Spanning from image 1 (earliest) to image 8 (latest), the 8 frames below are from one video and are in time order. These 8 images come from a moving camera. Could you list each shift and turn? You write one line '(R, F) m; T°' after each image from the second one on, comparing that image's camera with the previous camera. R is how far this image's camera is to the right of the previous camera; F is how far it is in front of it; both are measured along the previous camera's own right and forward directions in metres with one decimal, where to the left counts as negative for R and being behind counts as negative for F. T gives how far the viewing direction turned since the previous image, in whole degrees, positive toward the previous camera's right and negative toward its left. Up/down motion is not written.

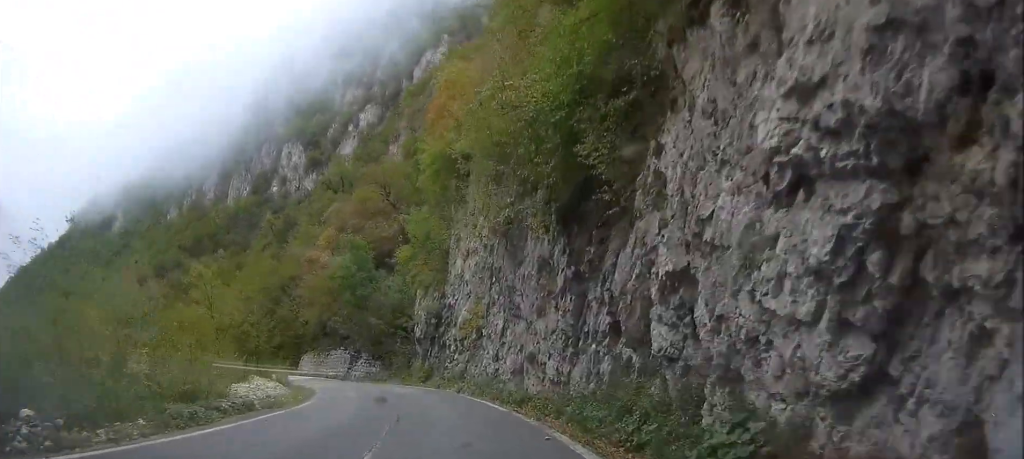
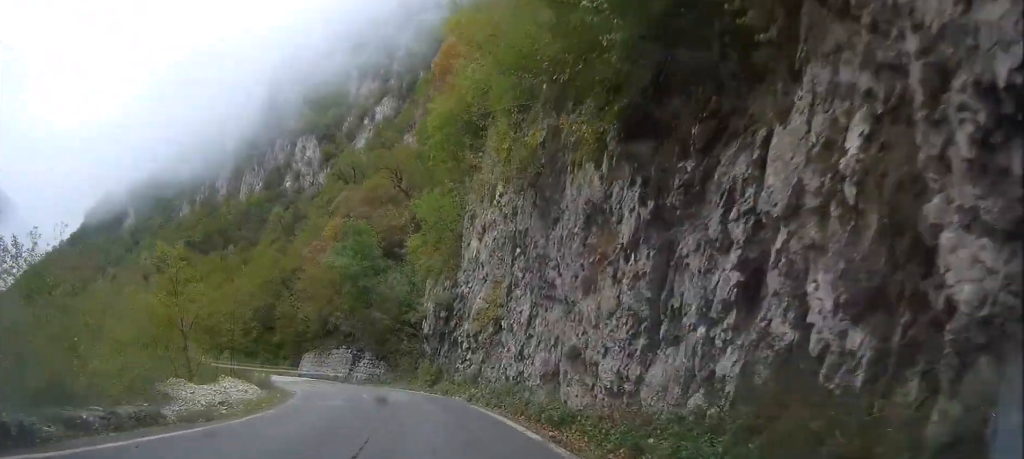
(-0.1, +6.9) m; -1°
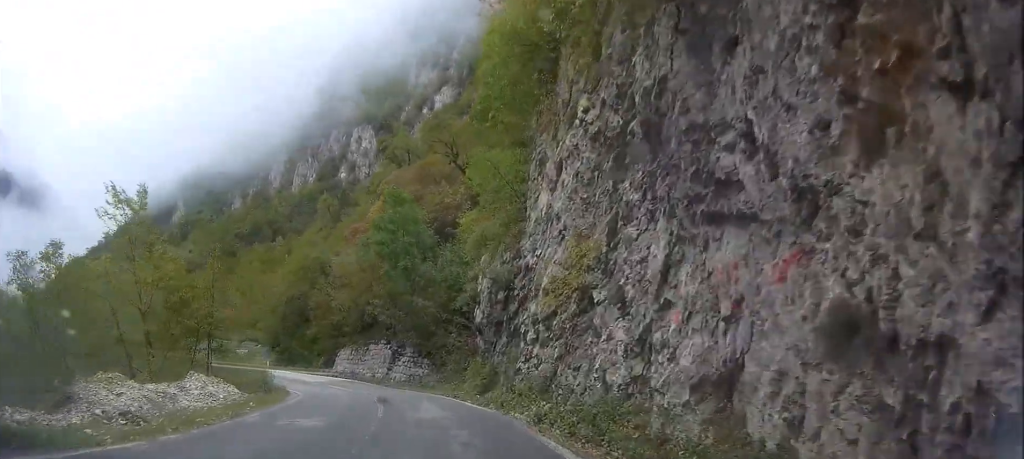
(0.0, +10.0) m; -5°
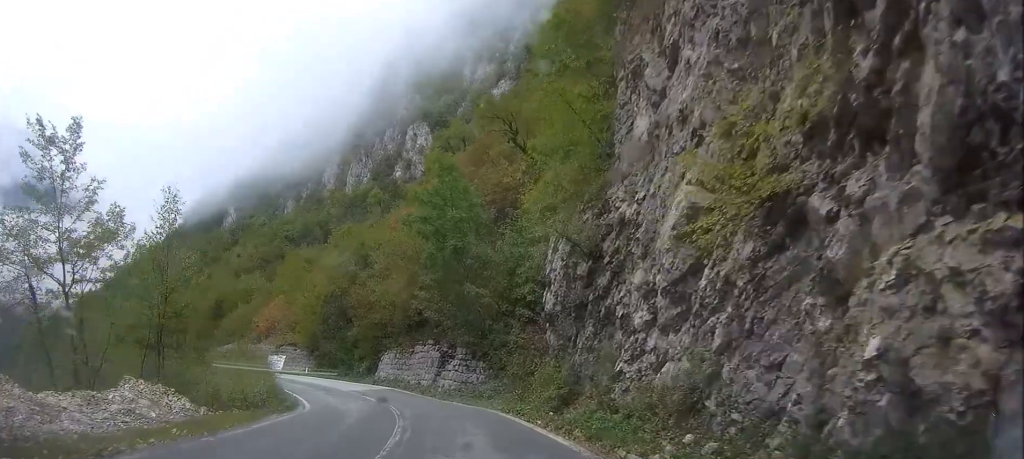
(-0.5, +8.5) m; -5°
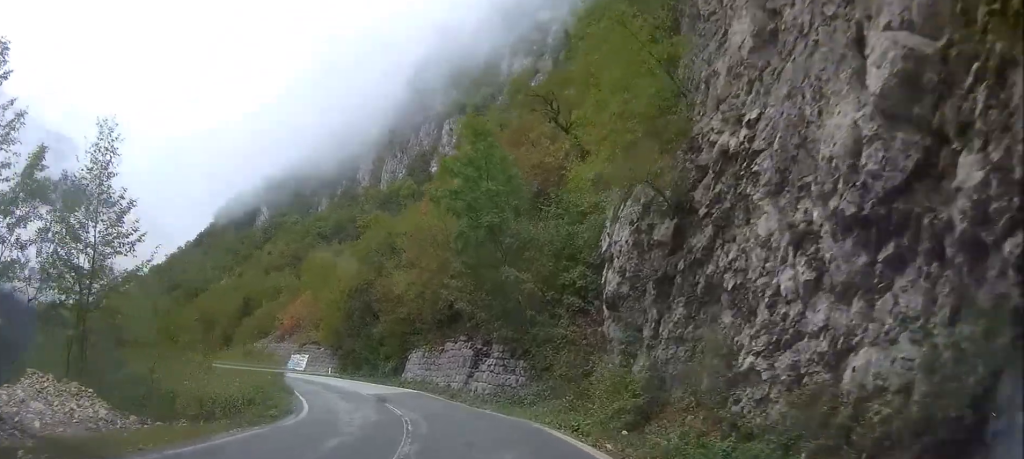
(-0.3, +5.5) m; -3°
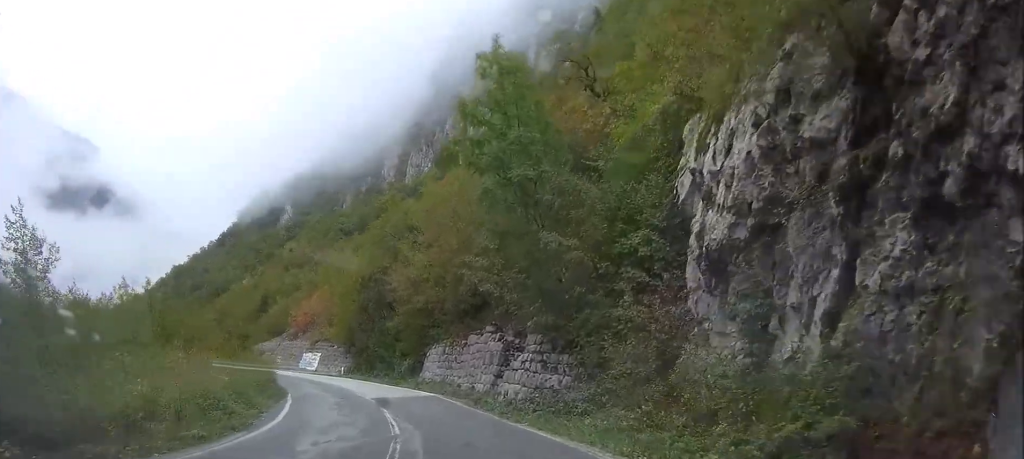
(-0.2, +6.9) m; -4°
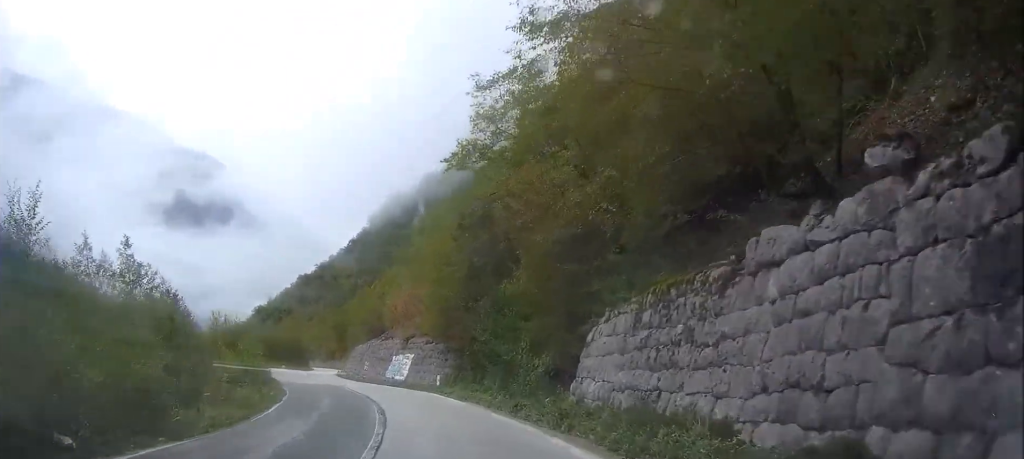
(-2.7, +23.8) m; -13°
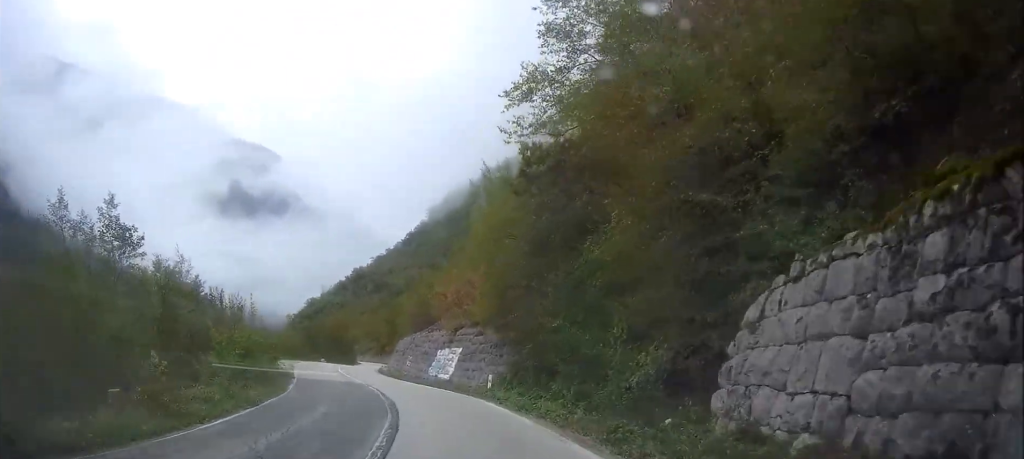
(-0.1, +7.7) m; -4°
